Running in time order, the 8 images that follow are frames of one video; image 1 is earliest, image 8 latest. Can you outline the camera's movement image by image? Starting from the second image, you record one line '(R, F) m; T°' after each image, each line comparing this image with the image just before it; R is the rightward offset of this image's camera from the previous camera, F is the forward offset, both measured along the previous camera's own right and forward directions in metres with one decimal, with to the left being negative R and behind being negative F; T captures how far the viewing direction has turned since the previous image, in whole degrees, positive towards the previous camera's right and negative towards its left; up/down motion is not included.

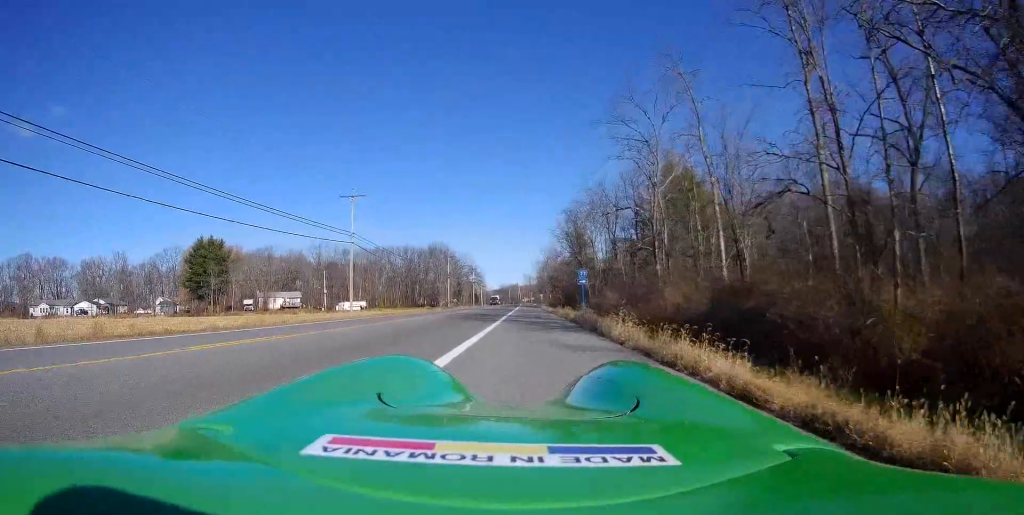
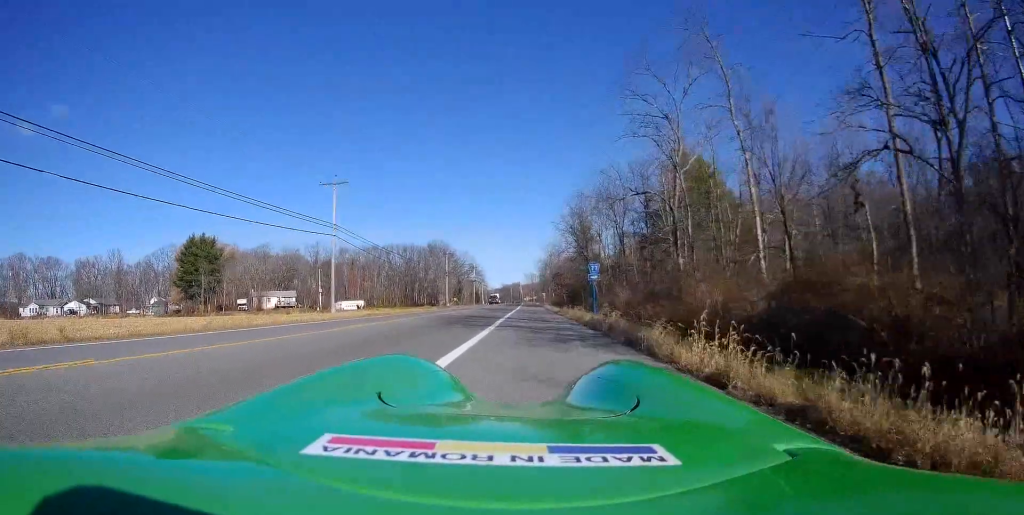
(+0.1, +5.1) m; 0°
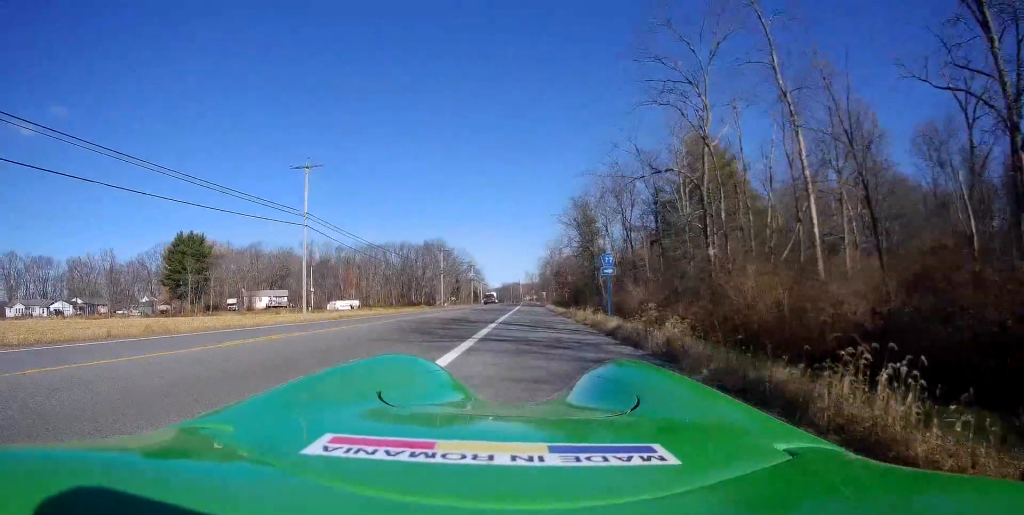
(0.0, +5.7) m; -1°
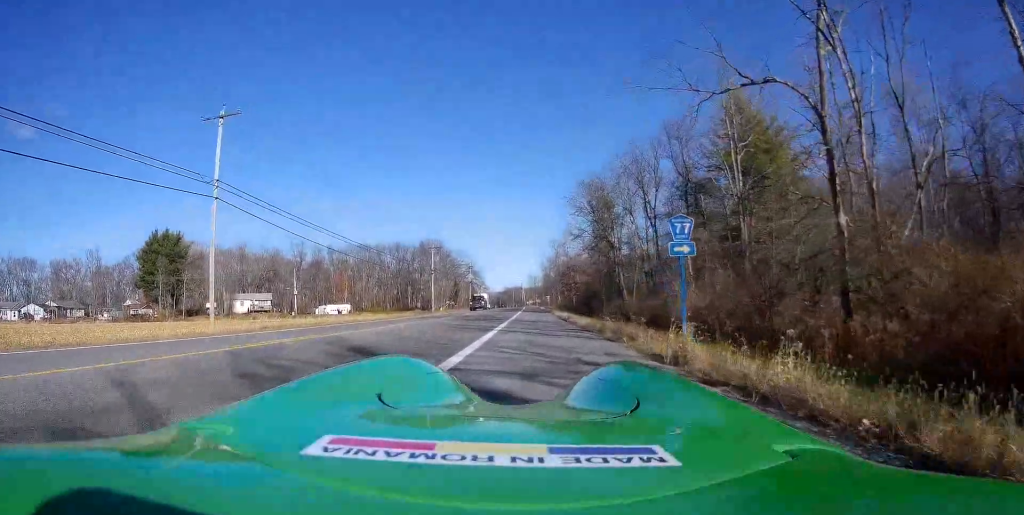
(-0.4, +12.1) m; +1°
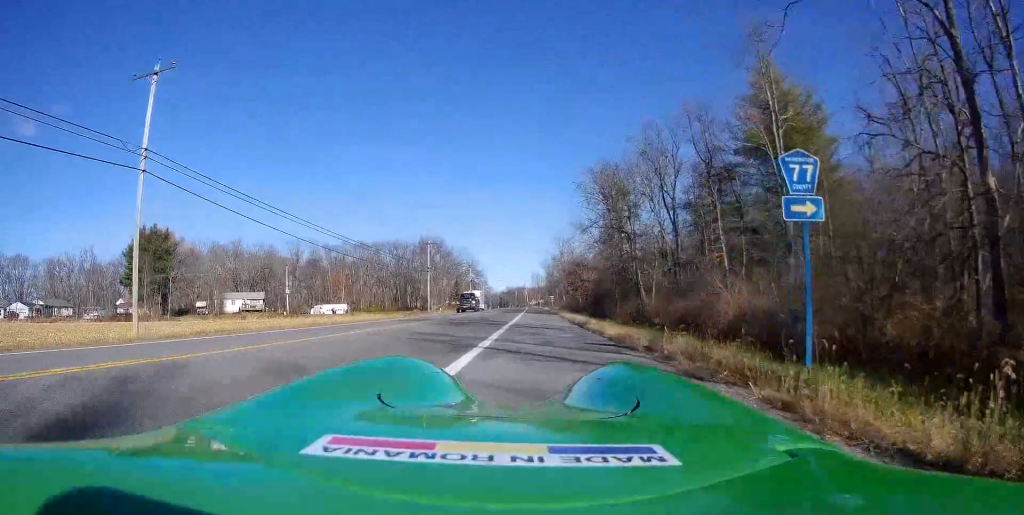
(+0.4, +6.0) m; 0°
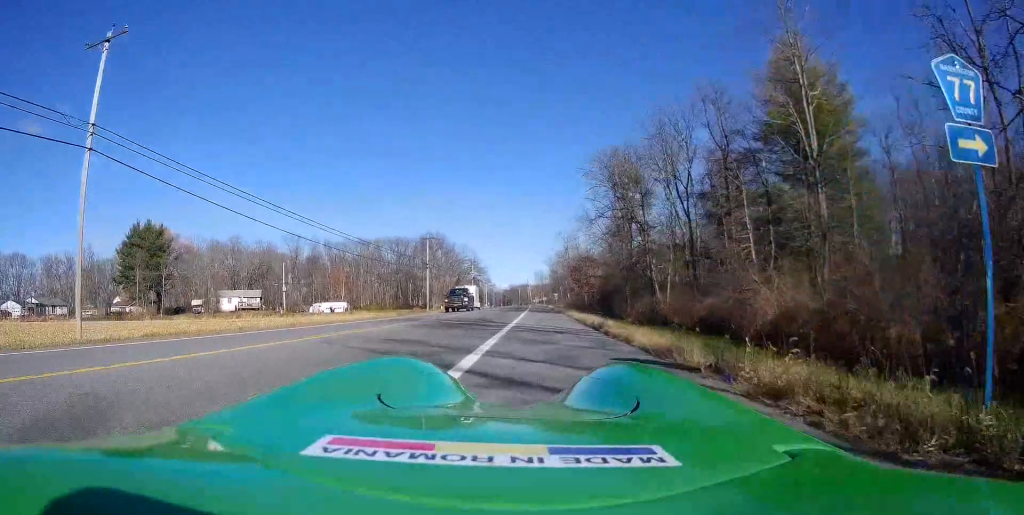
(+0.1, +3.7) m; 0°
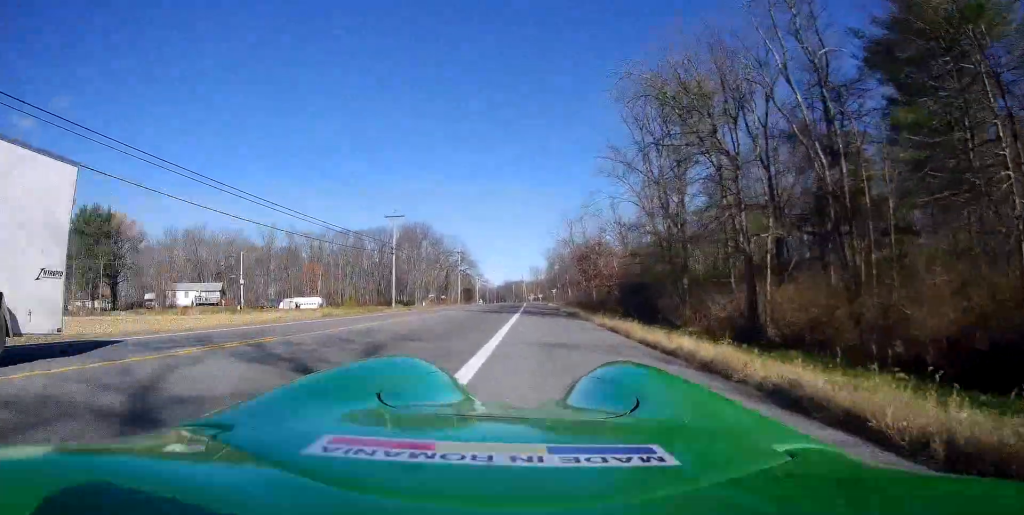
(0.0, +16.8) m; +1°
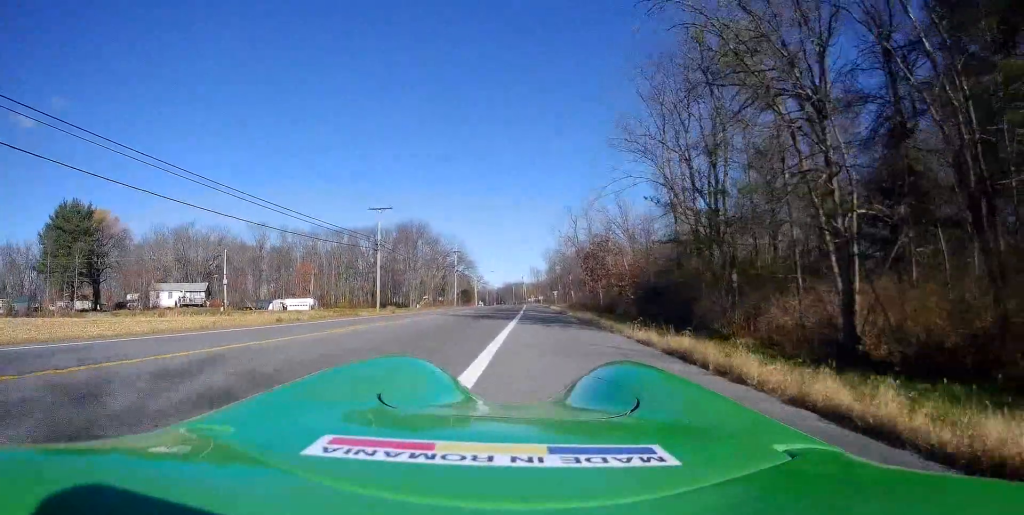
(-0.2, +6.1) m; -2°
